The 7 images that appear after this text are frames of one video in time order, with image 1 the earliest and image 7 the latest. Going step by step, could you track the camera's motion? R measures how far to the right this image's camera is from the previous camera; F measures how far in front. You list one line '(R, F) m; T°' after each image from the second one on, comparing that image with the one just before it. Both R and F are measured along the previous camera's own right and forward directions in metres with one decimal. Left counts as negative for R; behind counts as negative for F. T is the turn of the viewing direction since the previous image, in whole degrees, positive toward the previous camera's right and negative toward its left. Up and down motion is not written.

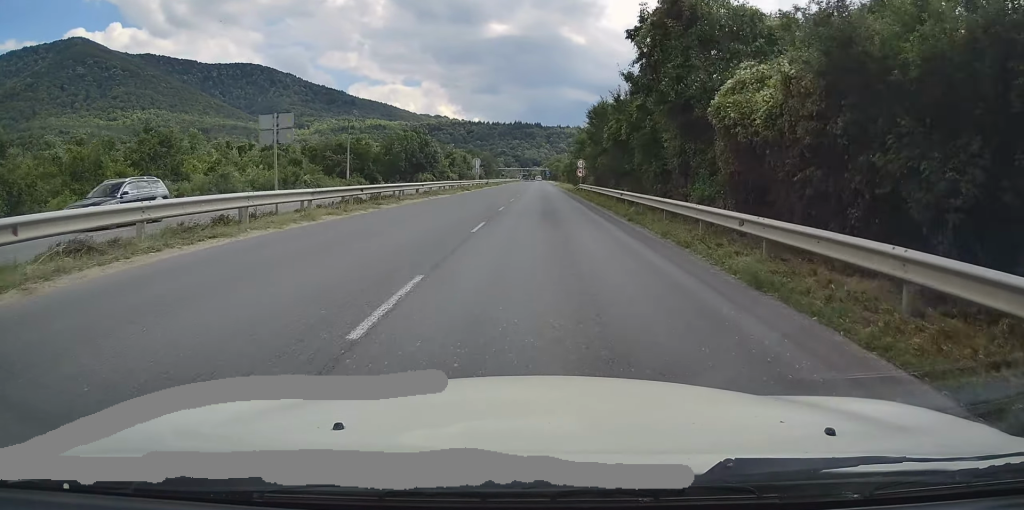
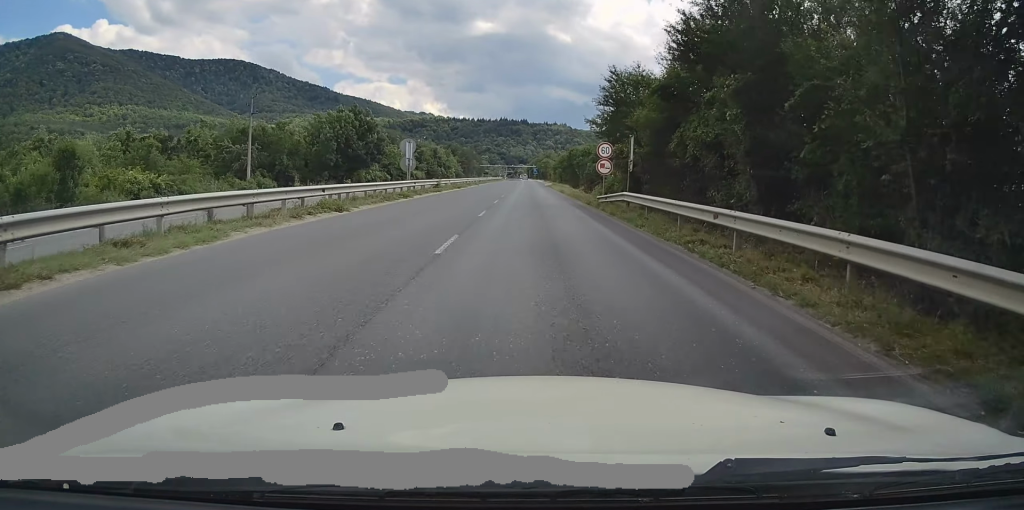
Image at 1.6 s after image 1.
(+0.1, +31.5) m; +1°
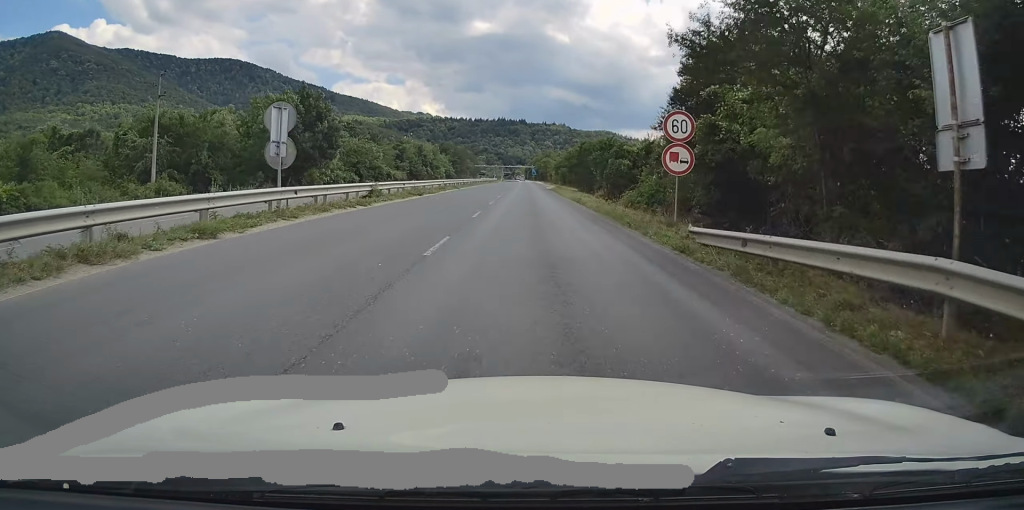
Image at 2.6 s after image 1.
(+0.1, +18.4) m; 0°
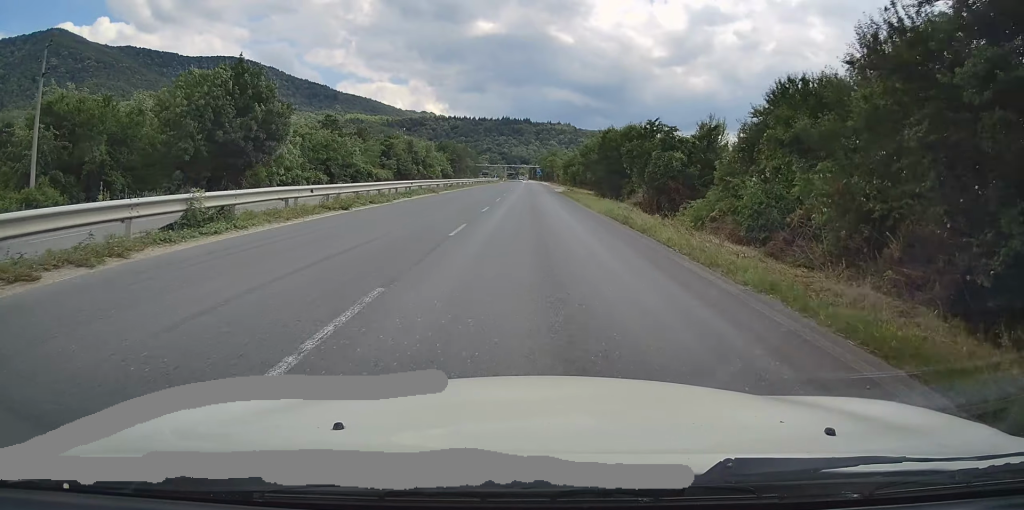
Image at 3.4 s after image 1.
(-0.2, +15.0) m; 0°
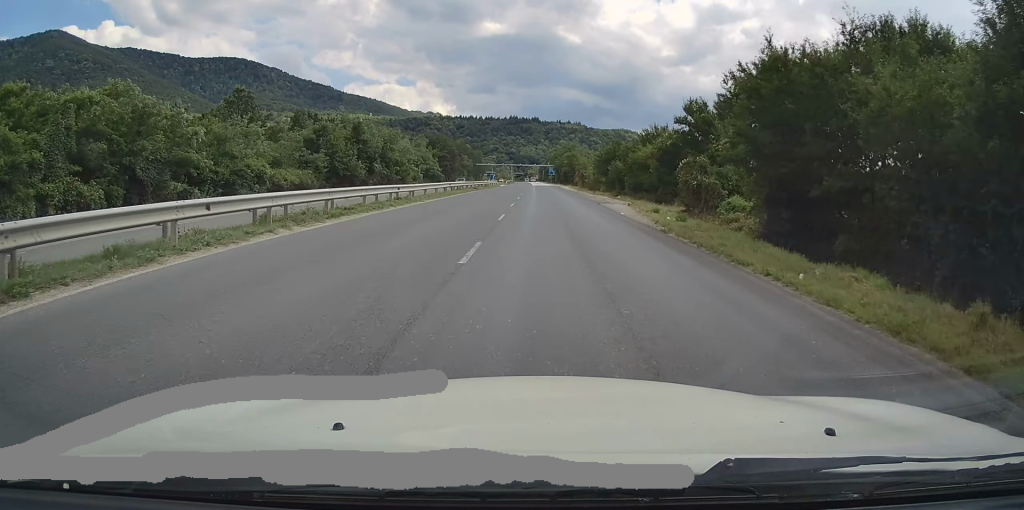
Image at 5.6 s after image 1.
(-0.4, +40.1) m; -2°
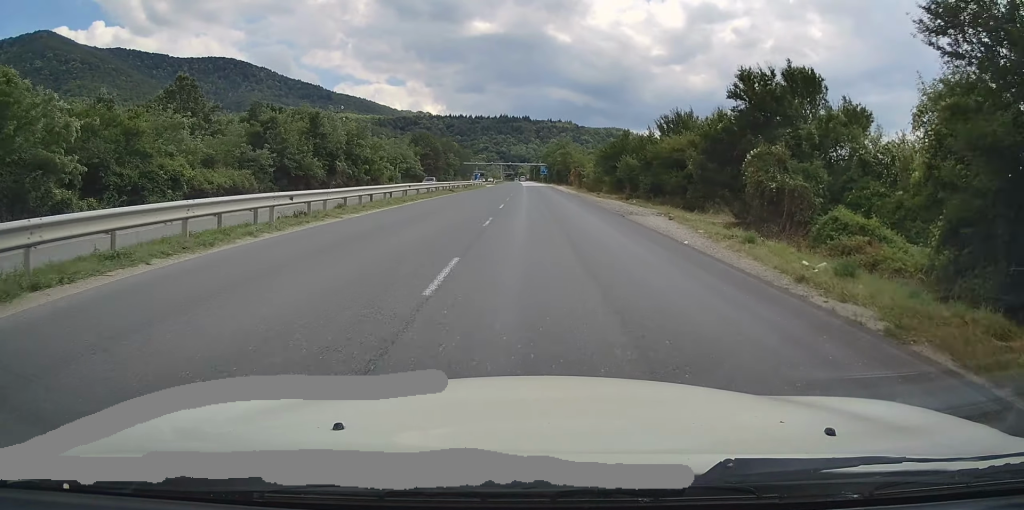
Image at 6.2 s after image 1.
(+0.1, +11.5) m; 0°
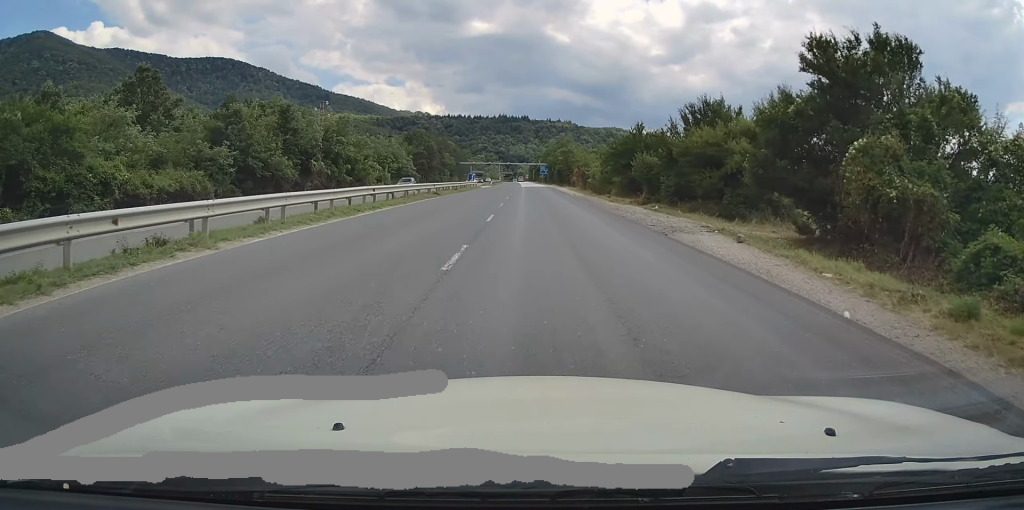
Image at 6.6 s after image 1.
(0.0, +7.3) m; 0°
